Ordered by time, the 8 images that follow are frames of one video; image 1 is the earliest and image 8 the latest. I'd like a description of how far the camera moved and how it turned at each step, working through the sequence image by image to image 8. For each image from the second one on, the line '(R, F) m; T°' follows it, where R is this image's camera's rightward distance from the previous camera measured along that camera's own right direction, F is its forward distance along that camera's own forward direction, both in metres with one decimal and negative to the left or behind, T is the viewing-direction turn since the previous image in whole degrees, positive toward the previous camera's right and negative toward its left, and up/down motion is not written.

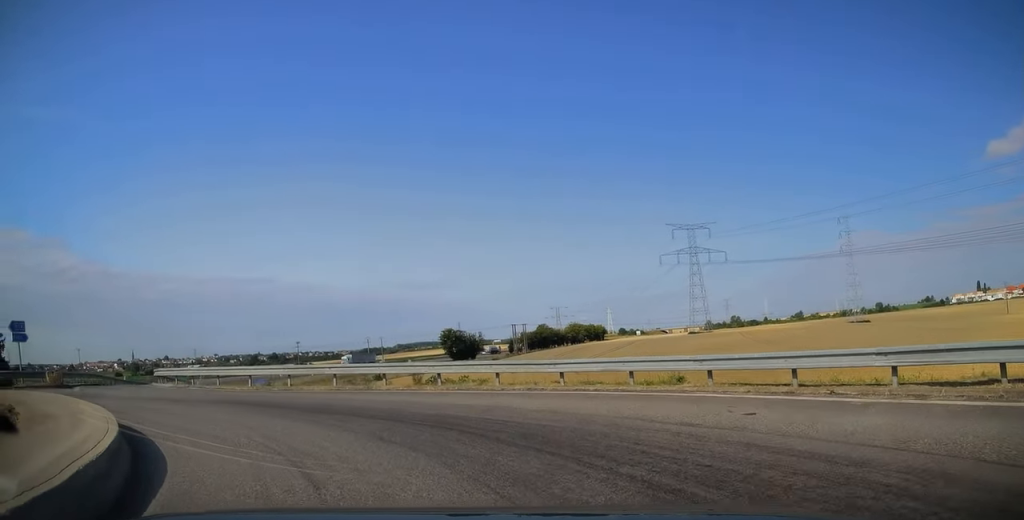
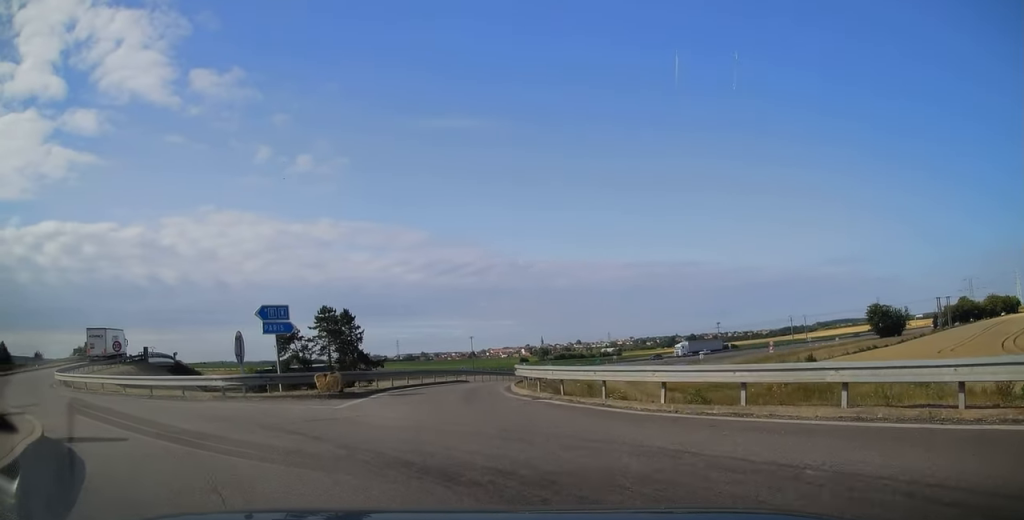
(-2.7, +10.3) m; -28°
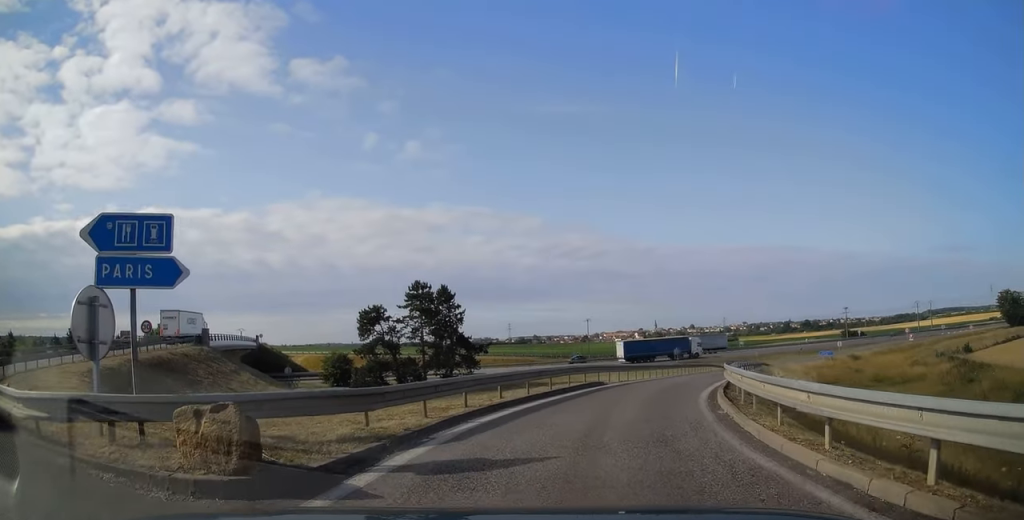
(-1.2, +13.0) m; -3°
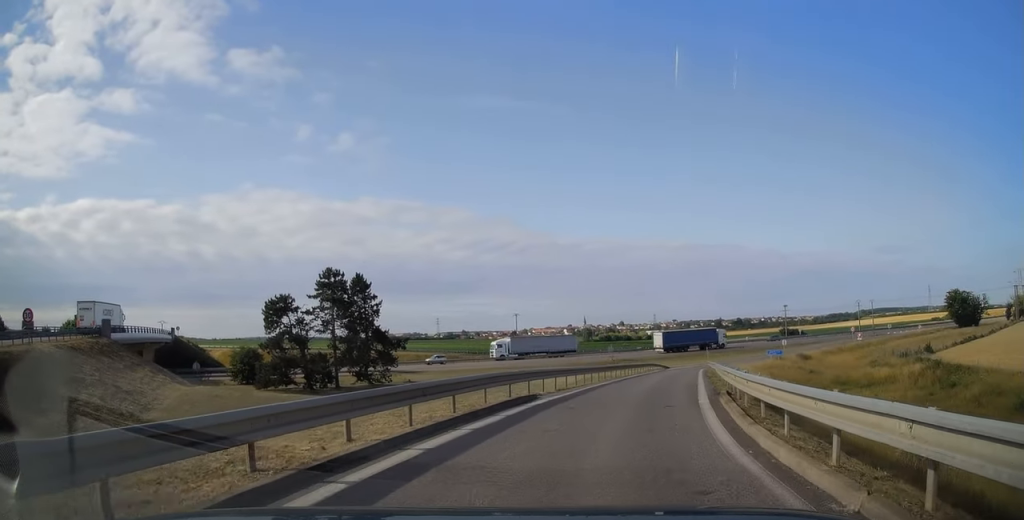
(+0.3, +6.9) m; +5°
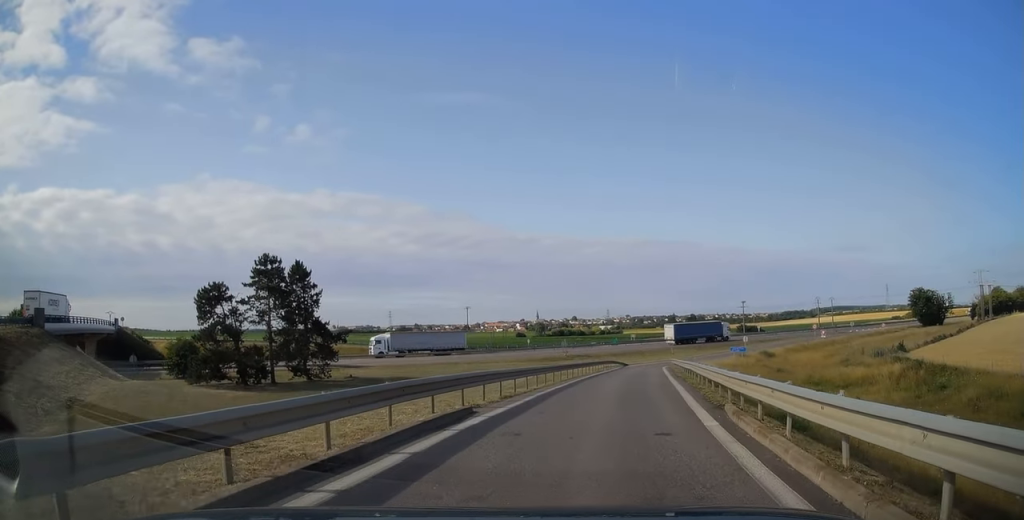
(0.0, +4.4) m; +4°
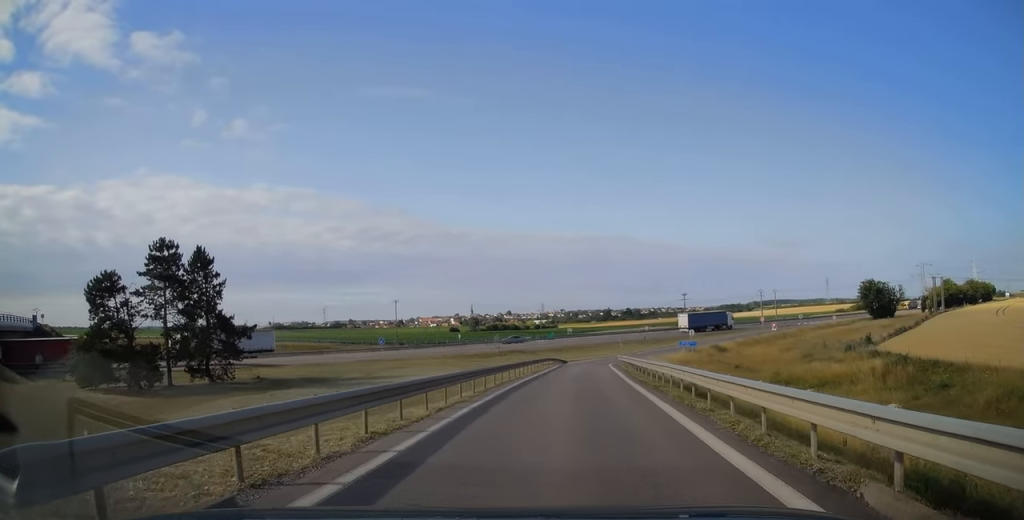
(+0.5, +7.5) m; +4°
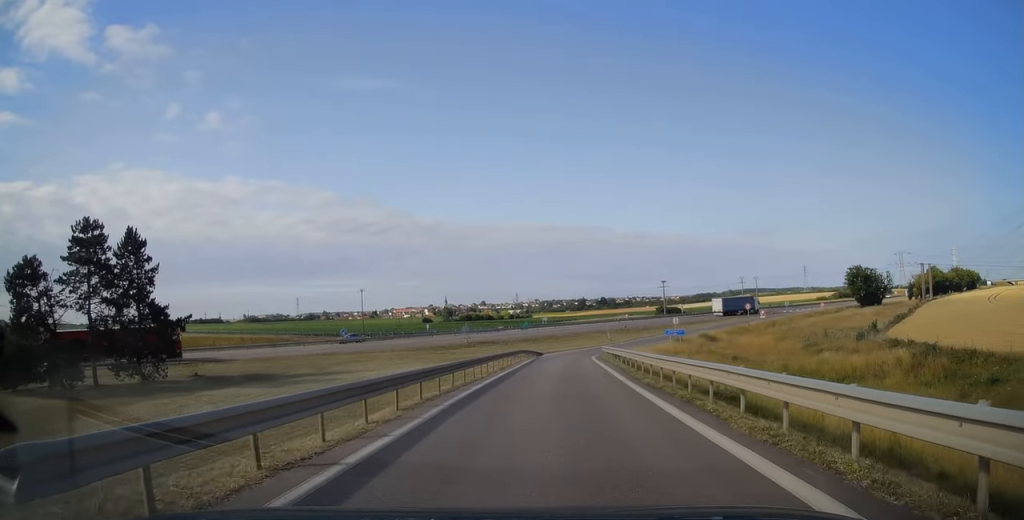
(+0.2, +7.3) m; +2°
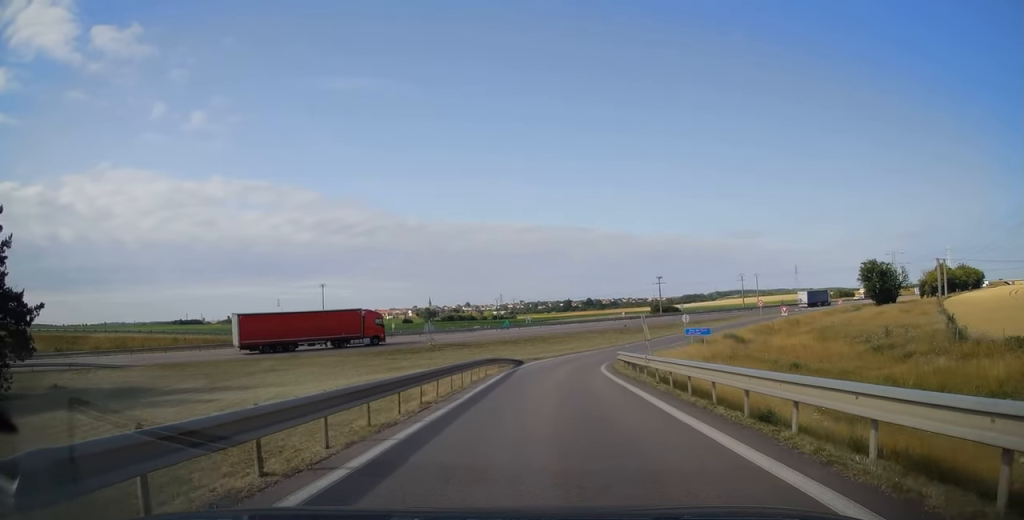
(+0.1, +16.3) m; +2°
